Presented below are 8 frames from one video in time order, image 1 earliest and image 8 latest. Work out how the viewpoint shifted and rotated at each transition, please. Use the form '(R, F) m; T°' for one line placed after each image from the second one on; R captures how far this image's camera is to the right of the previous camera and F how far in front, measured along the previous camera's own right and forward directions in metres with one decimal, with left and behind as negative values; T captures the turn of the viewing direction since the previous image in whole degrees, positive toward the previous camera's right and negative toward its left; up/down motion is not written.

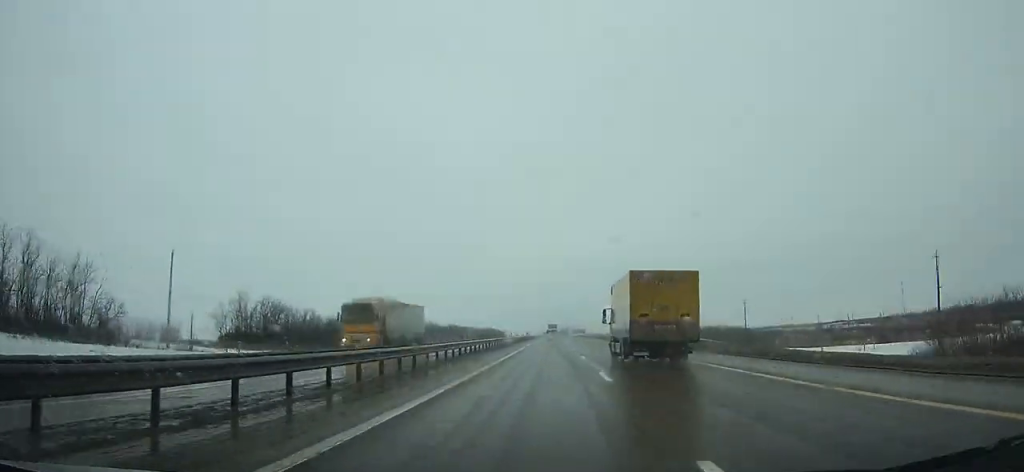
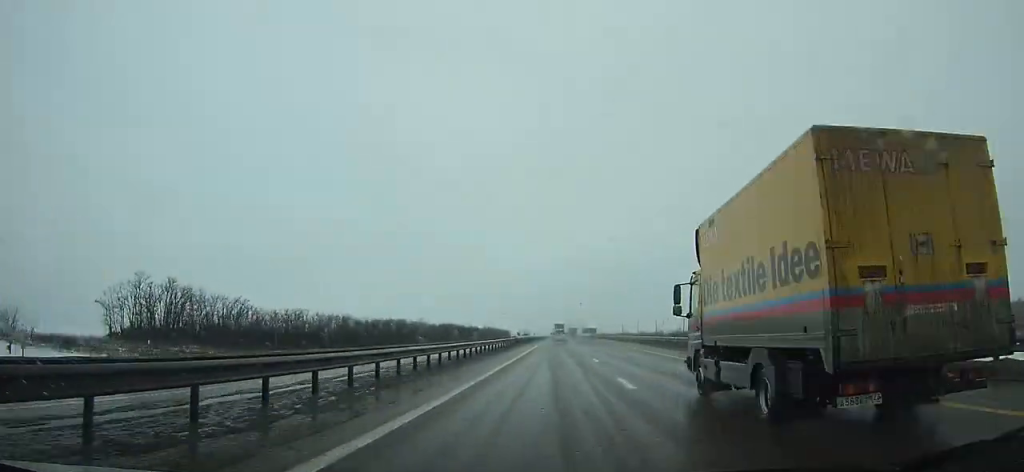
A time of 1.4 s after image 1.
(-0.1, +36.5) m; 0°
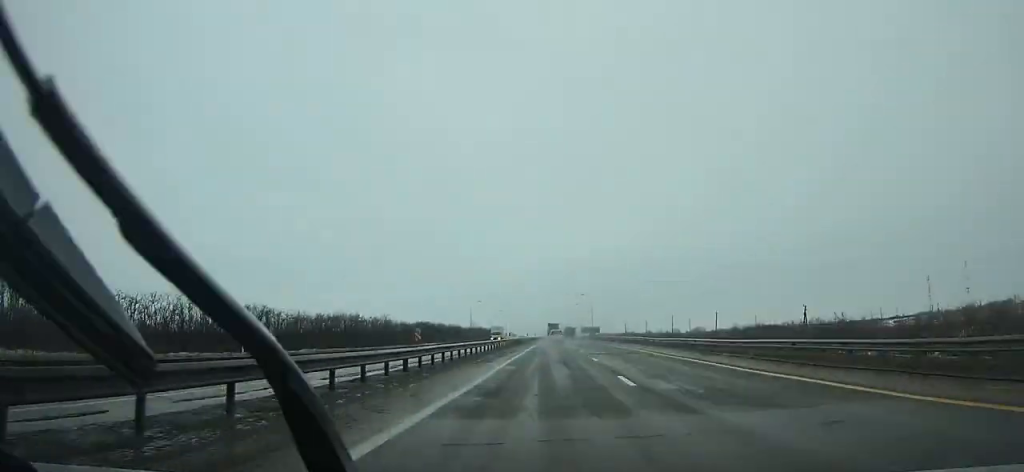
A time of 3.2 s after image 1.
(+0.2, +46.6) m; 0°
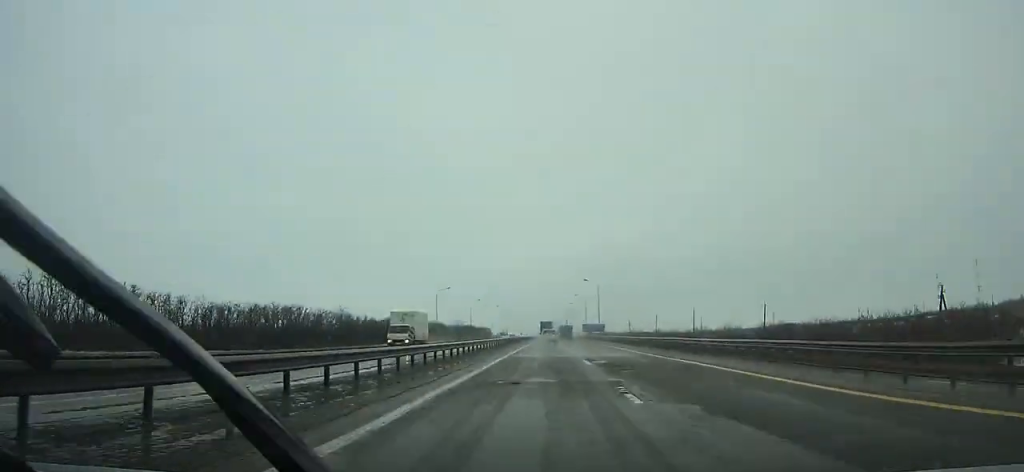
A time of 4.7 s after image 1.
(+0.2, +38.7) m; 0°
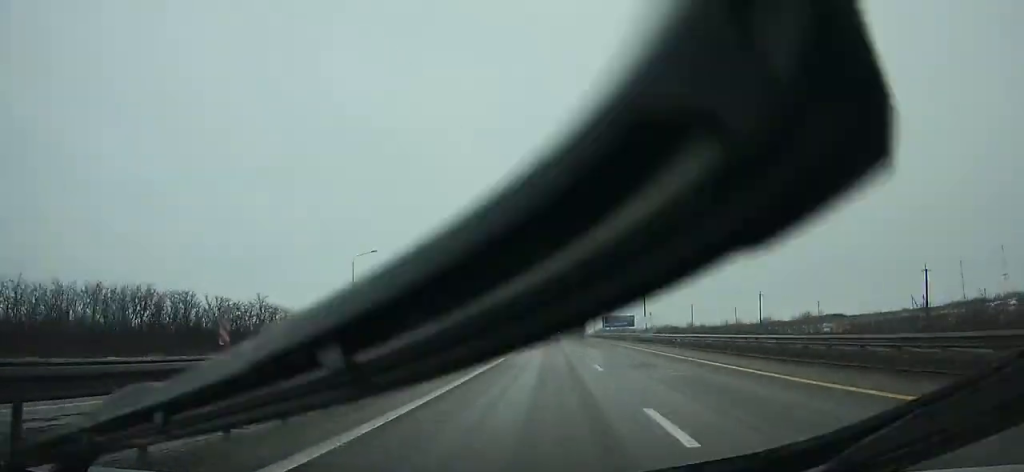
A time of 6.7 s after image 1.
(-0.1, +50.1) m; 0°
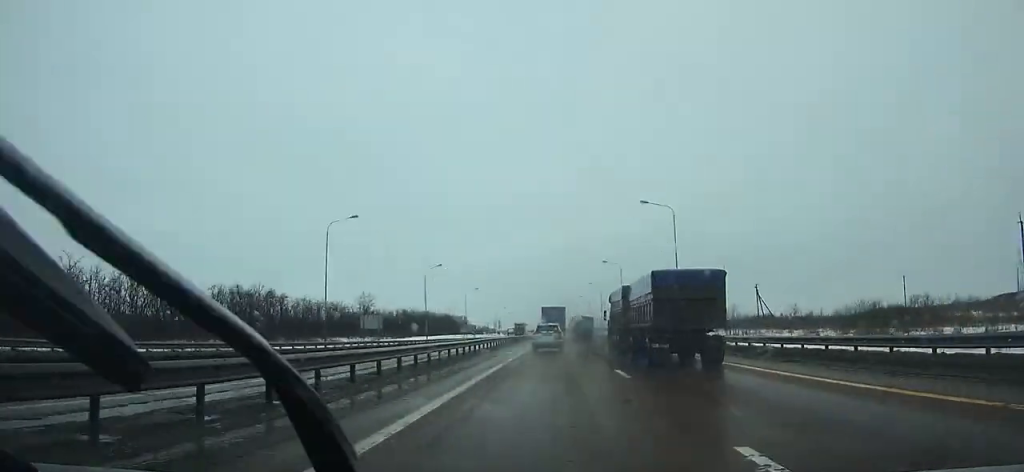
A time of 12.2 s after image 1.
(0.0, +128.9) m; 0°
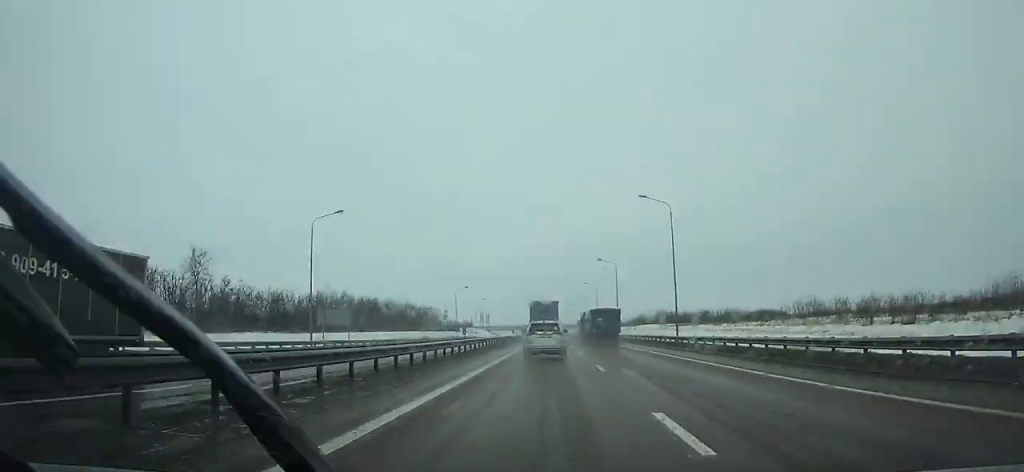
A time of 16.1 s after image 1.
(+0.1, +81.5) m; 0°
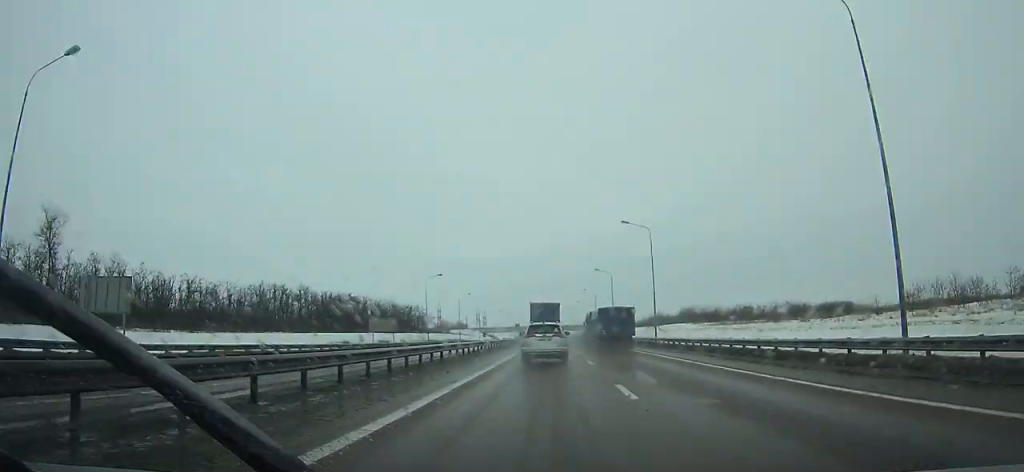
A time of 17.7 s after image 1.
(0.0, +31.6) m; 0°
